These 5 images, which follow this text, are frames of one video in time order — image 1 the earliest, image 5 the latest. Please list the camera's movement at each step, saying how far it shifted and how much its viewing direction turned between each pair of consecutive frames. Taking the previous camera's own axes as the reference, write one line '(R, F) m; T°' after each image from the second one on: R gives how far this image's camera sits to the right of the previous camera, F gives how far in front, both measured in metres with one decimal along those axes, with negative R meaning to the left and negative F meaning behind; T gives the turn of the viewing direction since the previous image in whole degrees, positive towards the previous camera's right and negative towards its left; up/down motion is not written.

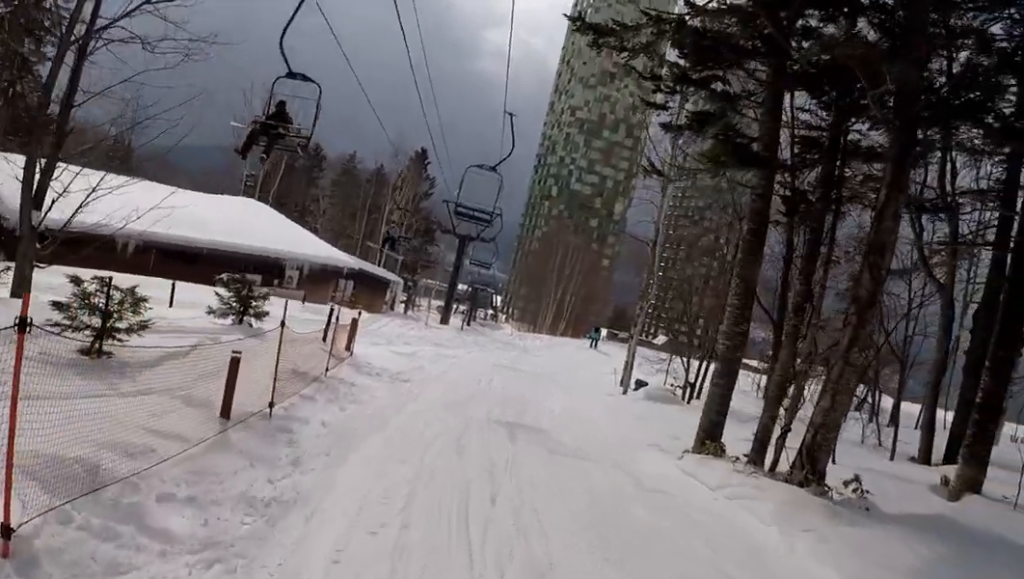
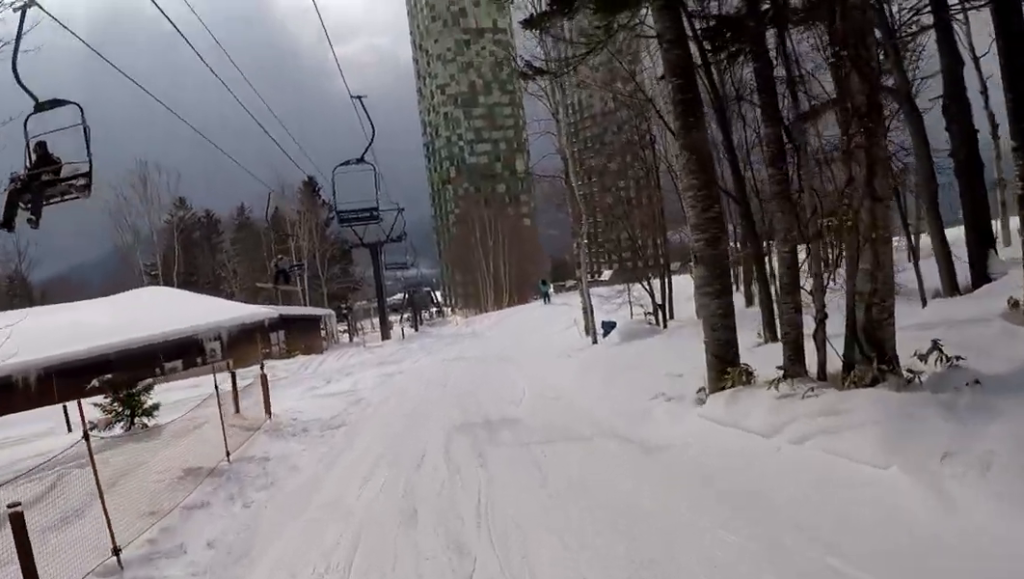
(-0.1, +2.5) m; 0°
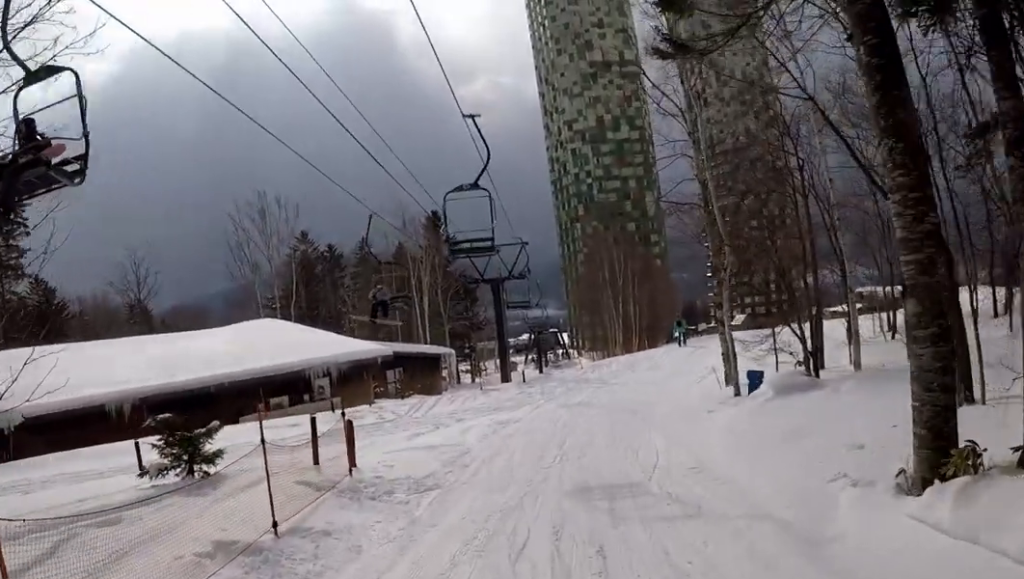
(+0.2, +2.1) m; 0°
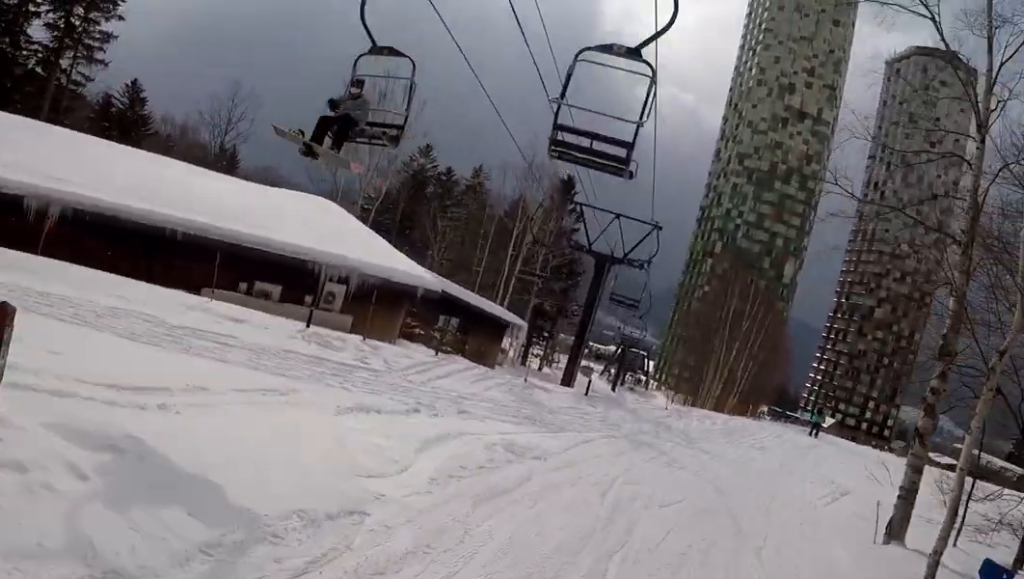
(-0.2, +7.8) m; 0°
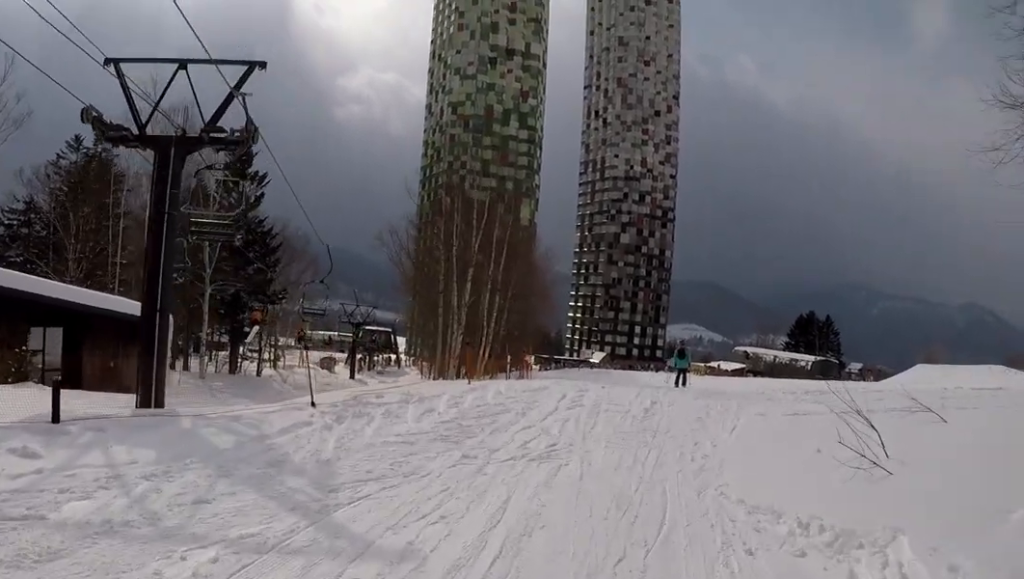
(+1.8, +11.9) m; +23°
